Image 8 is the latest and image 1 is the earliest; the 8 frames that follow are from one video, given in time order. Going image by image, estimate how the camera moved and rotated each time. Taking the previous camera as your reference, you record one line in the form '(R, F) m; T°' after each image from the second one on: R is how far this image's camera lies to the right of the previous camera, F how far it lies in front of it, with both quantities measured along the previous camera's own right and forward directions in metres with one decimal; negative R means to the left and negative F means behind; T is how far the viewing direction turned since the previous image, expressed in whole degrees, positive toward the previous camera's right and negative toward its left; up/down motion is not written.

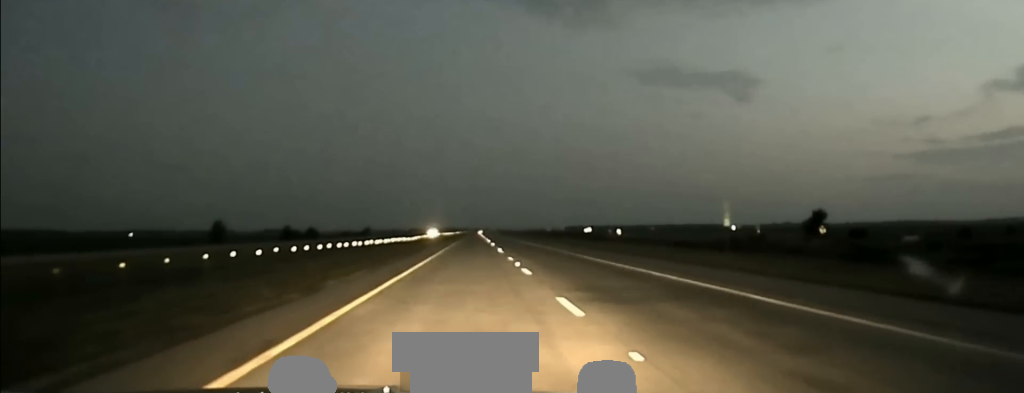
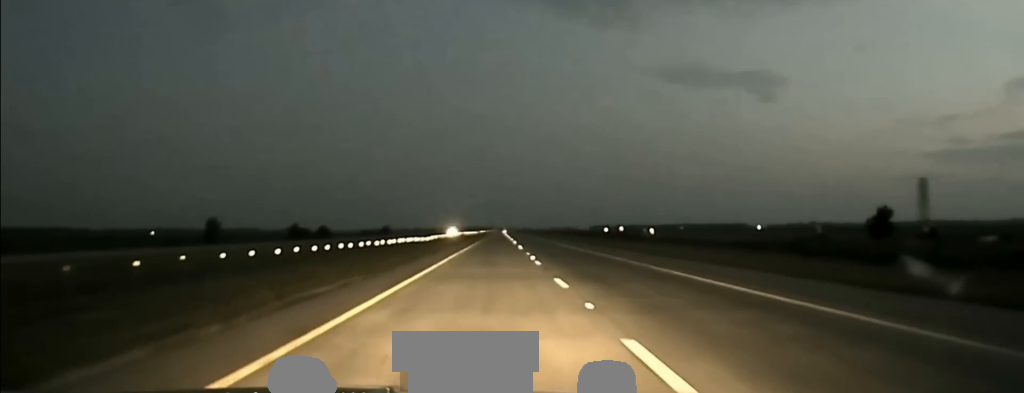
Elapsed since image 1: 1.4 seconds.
(-0.2, +16.6) m; -1°
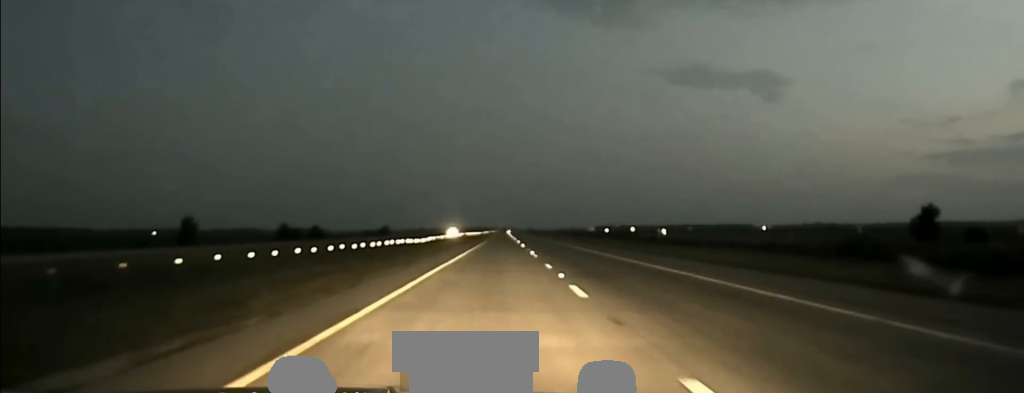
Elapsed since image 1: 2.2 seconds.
(-0.1, +14.0) m; 0°
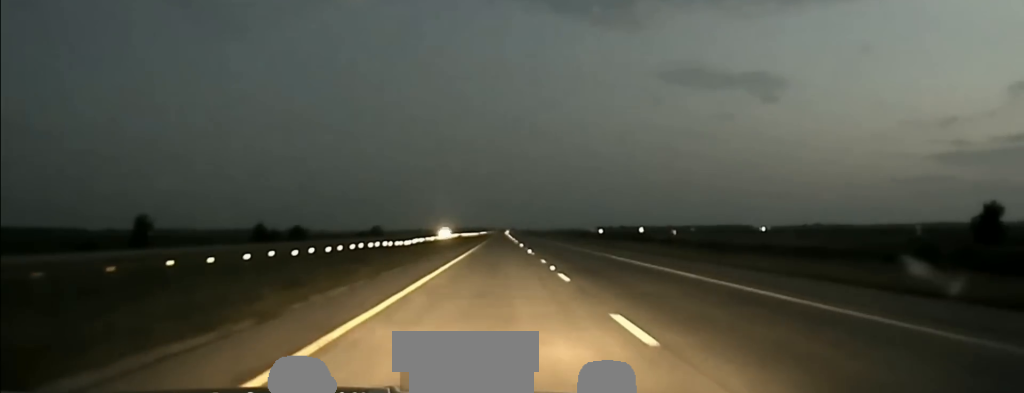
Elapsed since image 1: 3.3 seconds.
(0.0, +19.6) m; 0°
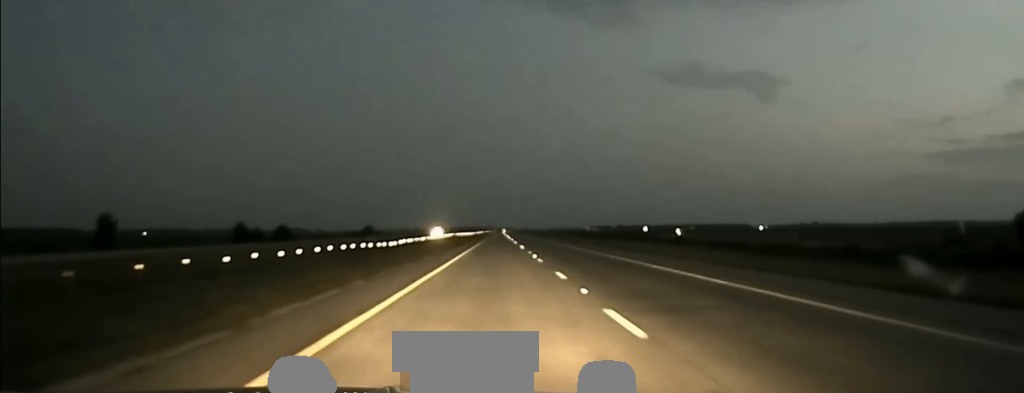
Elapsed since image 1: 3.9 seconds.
(0.0, +13.6) m; 0°
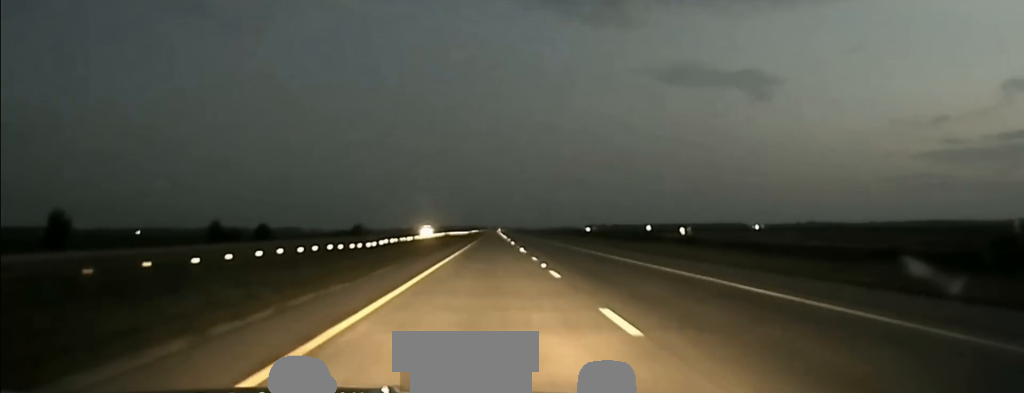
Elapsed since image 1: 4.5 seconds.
(+0.1, +13.5) m; 0°
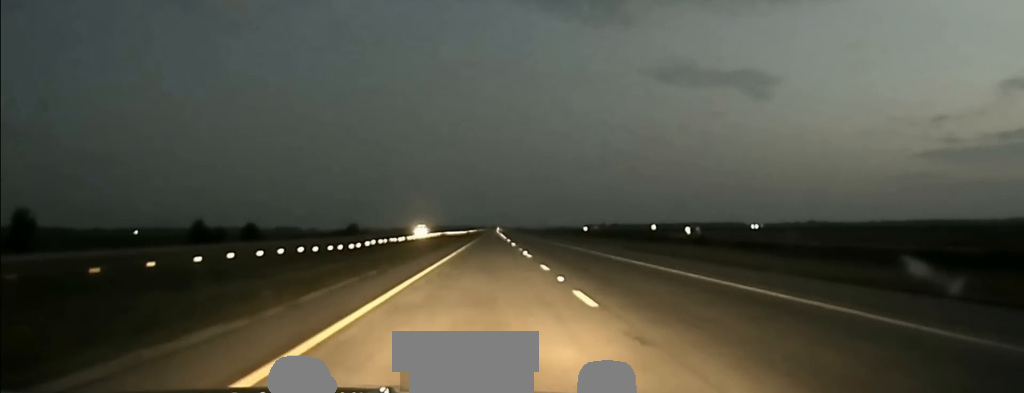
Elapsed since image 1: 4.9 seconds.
(+0.1, +10.4) m; 0°
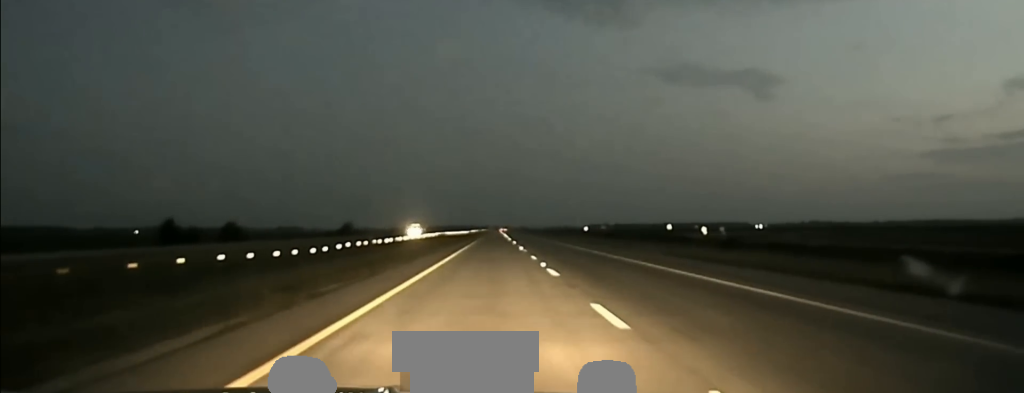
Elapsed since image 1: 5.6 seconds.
(0.0, +16.2) m; 0°
